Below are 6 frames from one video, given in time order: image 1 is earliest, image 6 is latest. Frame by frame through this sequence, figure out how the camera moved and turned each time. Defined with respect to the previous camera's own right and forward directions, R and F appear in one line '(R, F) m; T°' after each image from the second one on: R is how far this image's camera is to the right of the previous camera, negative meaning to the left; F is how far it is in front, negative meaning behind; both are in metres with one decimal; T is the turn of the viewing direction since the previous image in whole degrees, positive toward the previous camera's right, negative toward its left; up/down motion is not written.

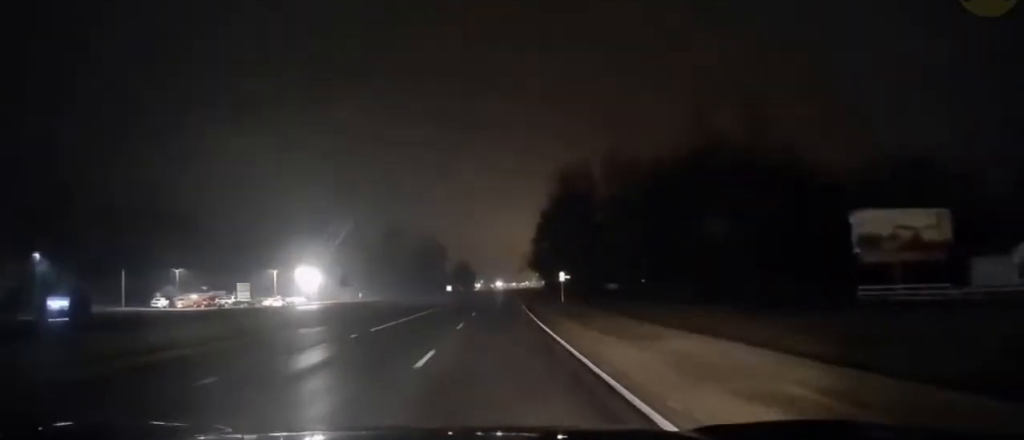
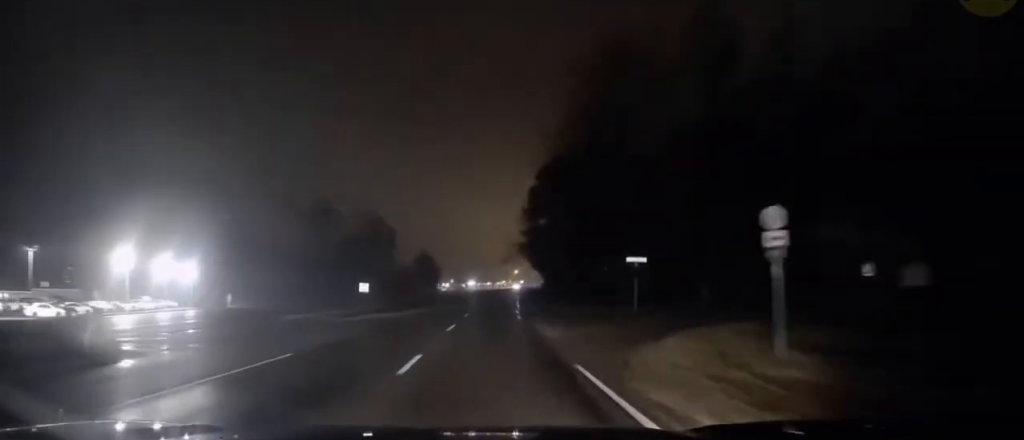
(+0.2, +61.6) m; +2°
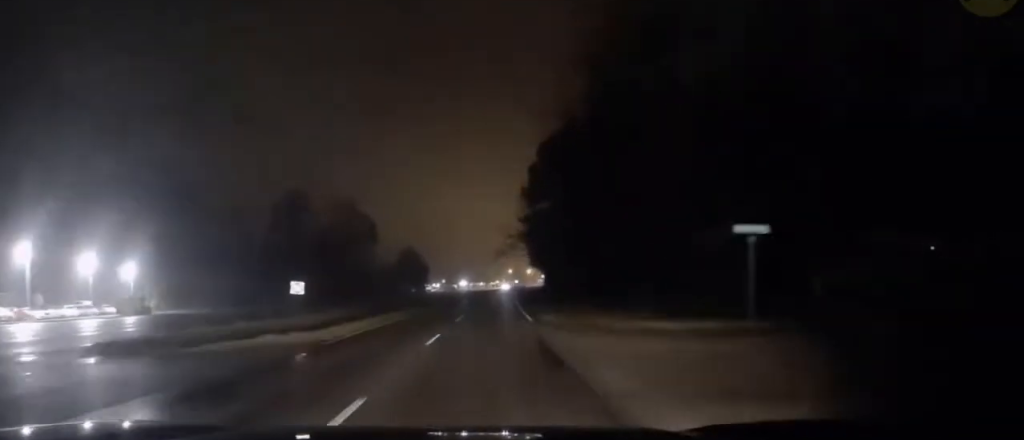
(+0.5, +18.0) m; +1°
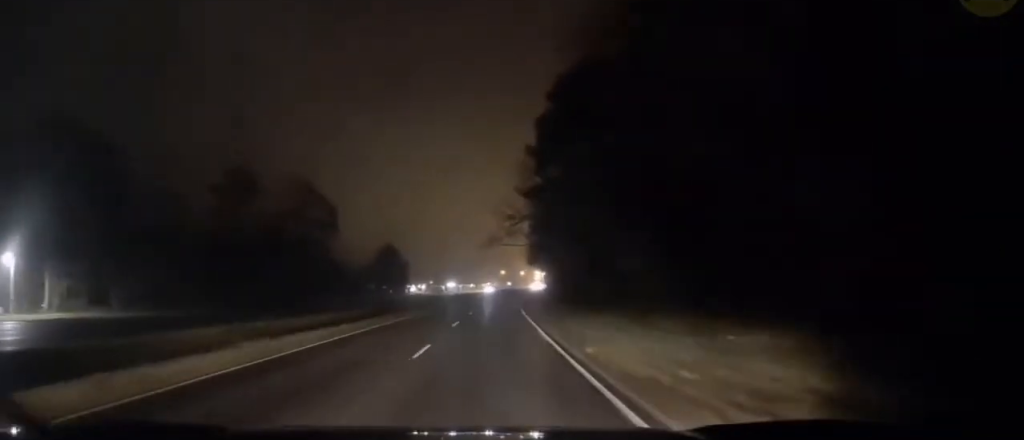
(-0.2, +27.4) m; 0°
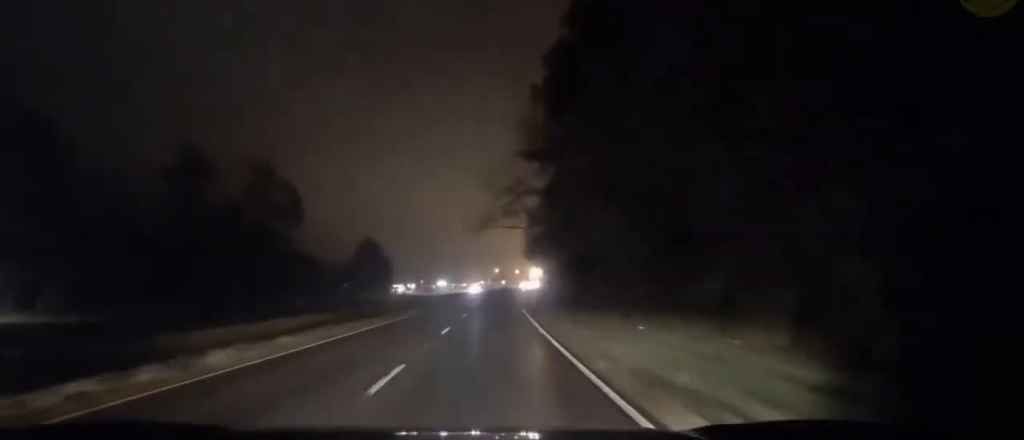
(+0.3, +17.2) m; +1°
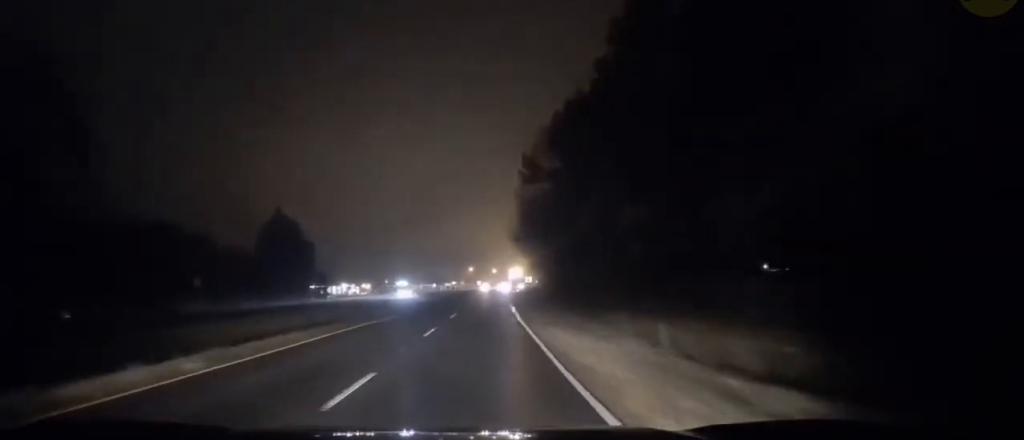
(+0.9, +49.2) m; +2°
